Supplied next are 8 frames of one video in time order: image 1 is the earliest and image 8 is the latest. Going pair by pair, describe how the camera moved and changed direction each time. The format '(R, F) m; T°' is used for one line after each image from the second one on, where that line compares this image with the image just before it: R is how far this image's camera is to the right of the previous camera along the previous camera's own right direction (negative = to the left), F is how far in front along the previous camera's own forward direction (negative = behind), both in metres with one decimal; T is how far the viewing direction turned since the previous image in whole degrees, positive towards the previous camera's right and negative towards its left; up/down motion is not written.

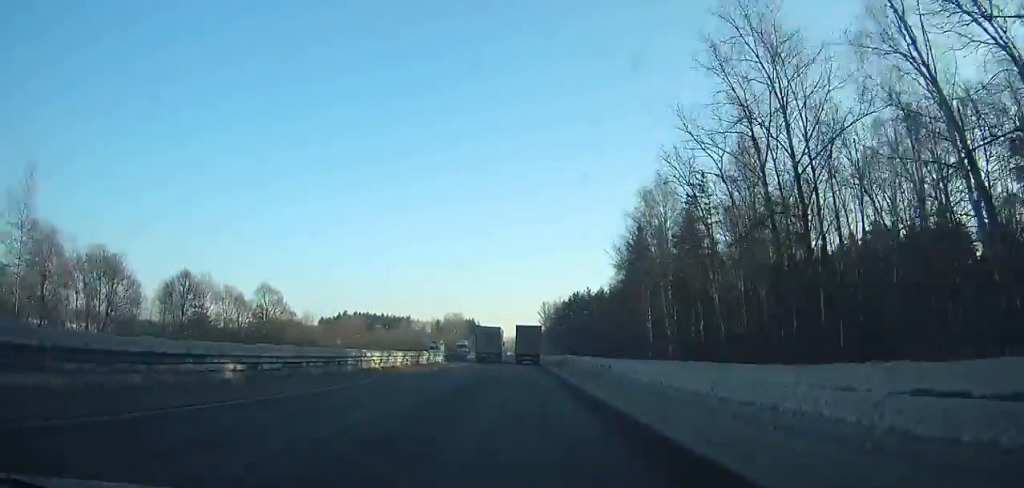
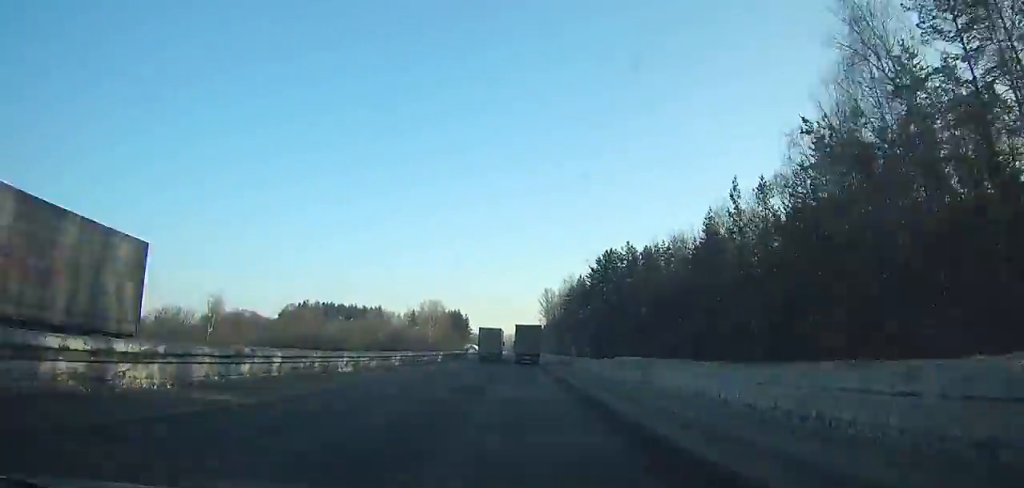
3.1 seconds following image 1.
(+0.1, +68.8) m; 0°
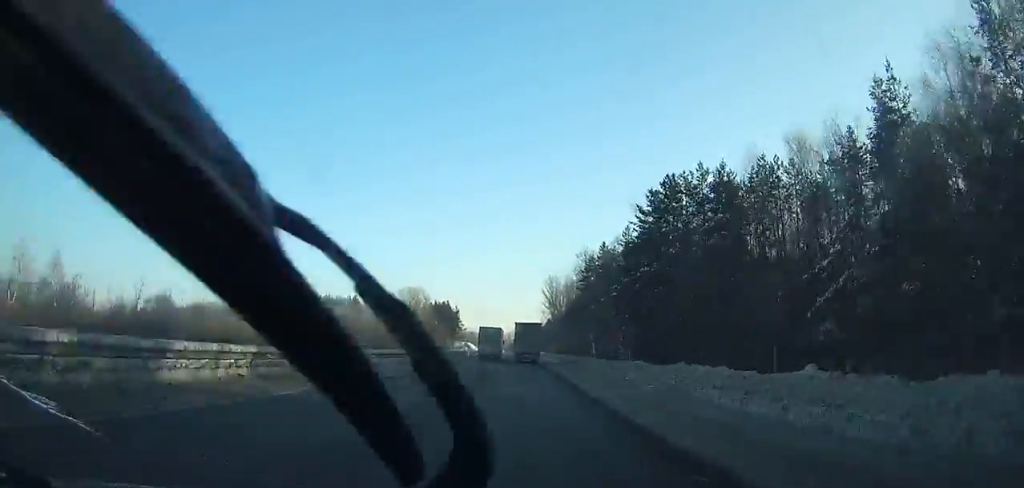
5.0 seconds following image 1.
(0.0, +42.2) m; 0°
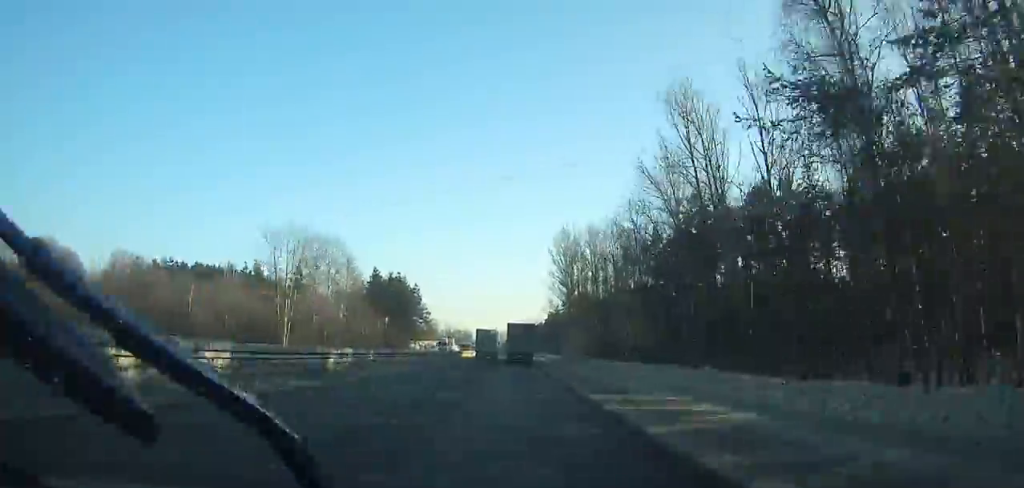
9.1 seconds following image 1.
(+0.5, +91.4) m; 0°
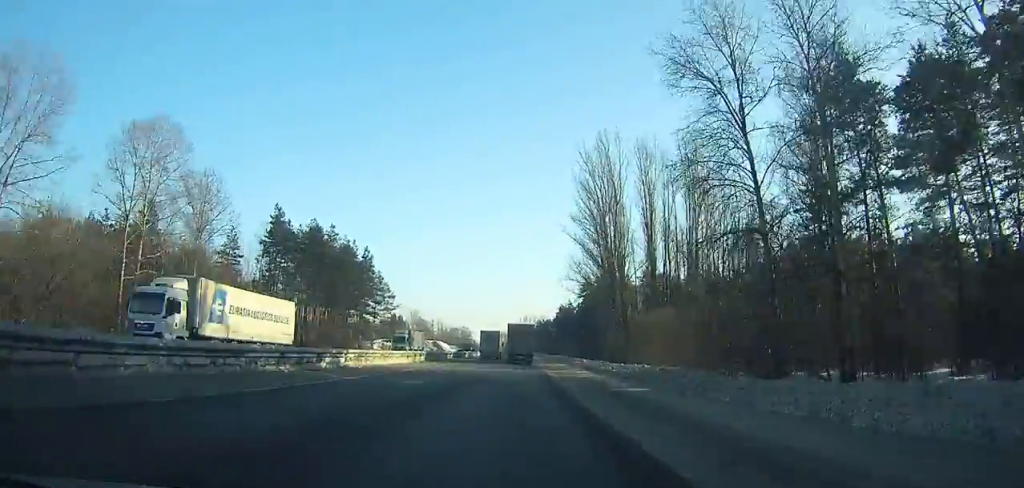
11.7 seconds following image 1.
(0.0, +58.1) m; 0°
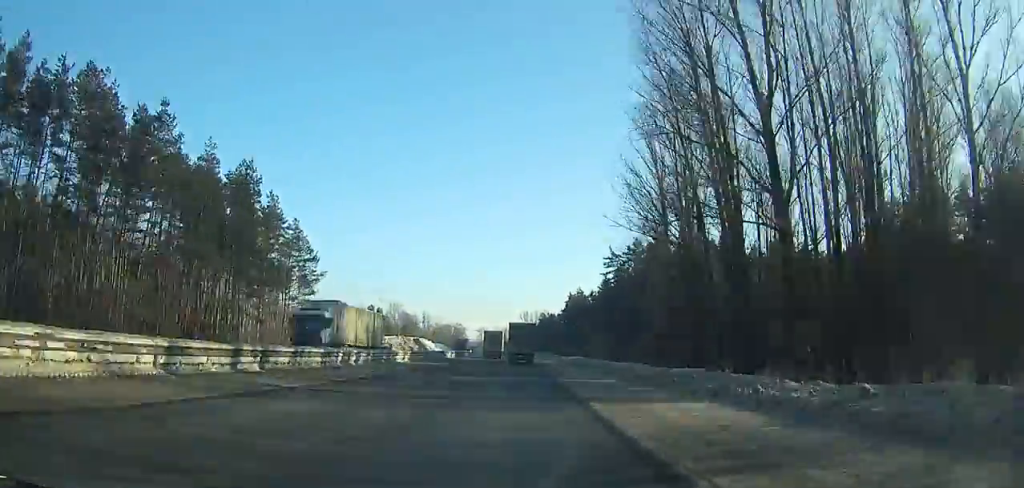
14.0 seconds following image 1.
(-0.1, +51.5) m; 0°
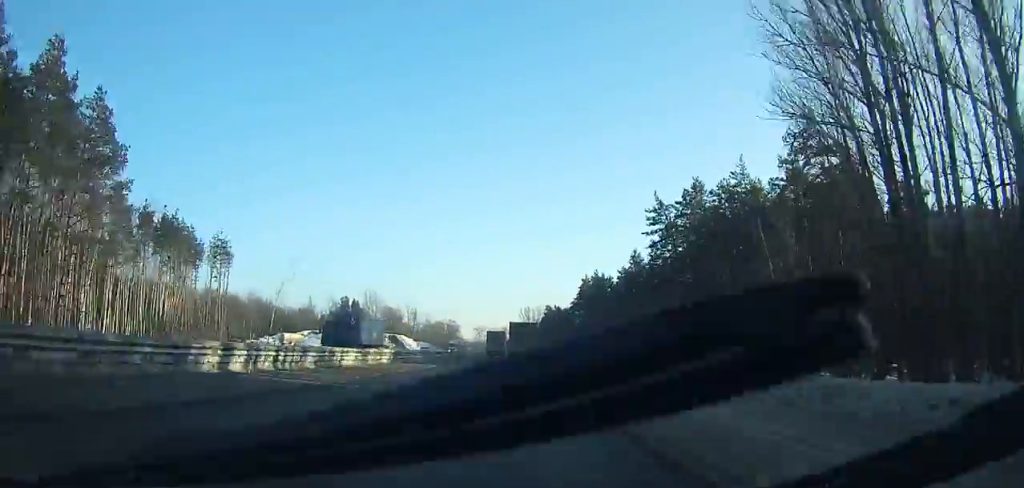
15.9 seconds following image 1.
(-0.1, +42.5) m; 0°
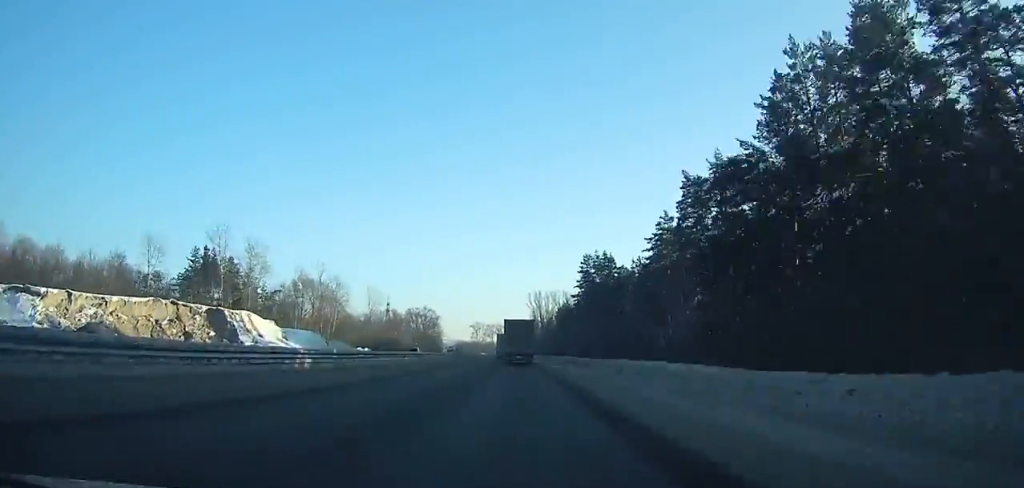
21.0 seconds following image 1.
(-0.6, +112.8) m; -1°
